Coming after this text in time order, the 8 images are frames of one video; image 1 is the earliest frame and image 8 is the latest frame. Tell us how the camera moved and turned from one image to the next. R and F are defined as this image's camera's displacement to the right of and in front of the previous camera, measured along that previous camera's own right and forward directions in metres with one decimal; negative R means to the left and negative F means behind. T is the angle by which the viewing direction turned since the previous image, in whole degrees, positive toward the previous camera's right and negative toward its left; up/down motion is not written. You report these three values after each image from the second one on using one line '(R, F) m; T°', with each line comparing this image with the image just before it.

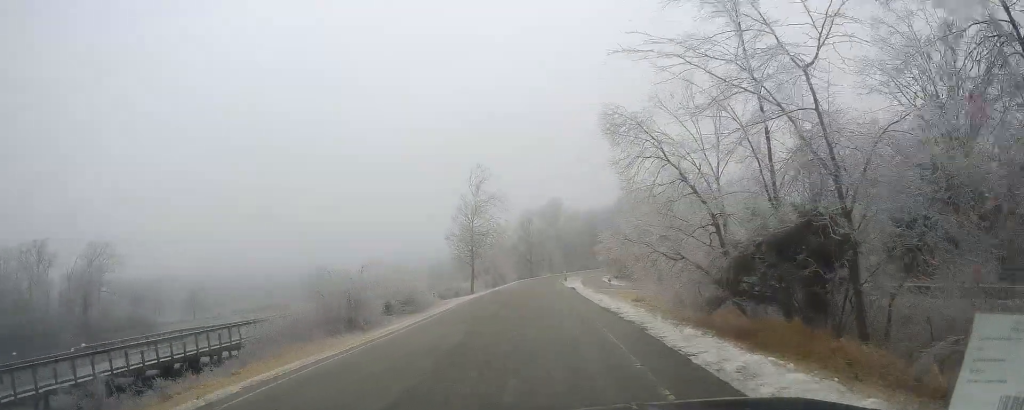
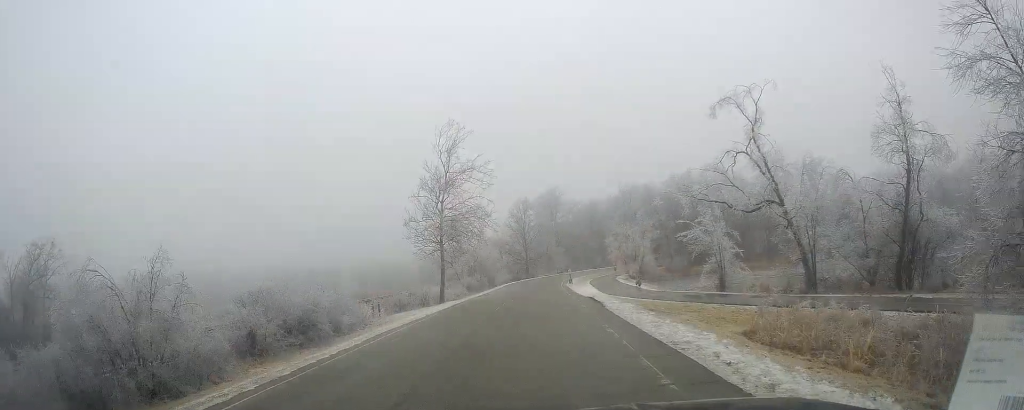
(-0.2, +19.9) m; 0°
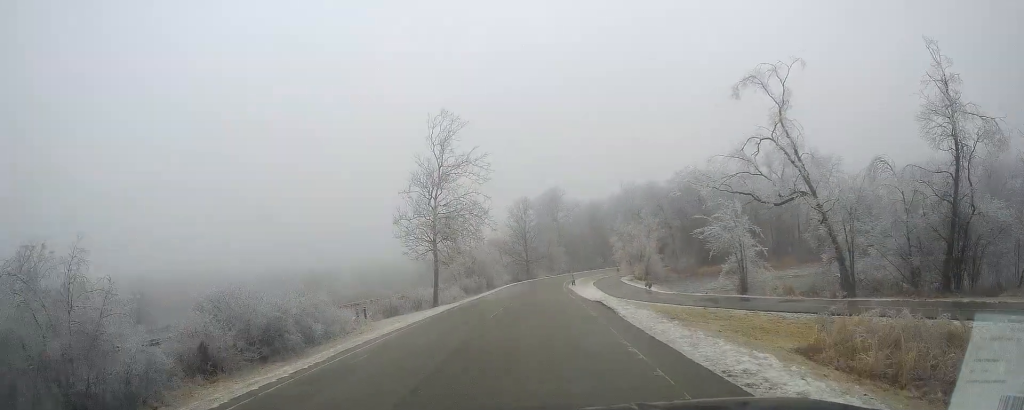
(-0.3, +3.6) m; 0°
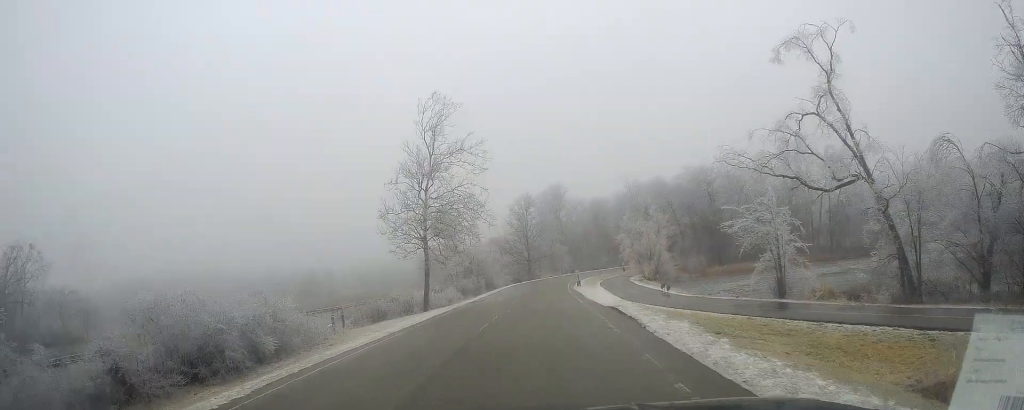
(-0.1, +4.8) m; +1°
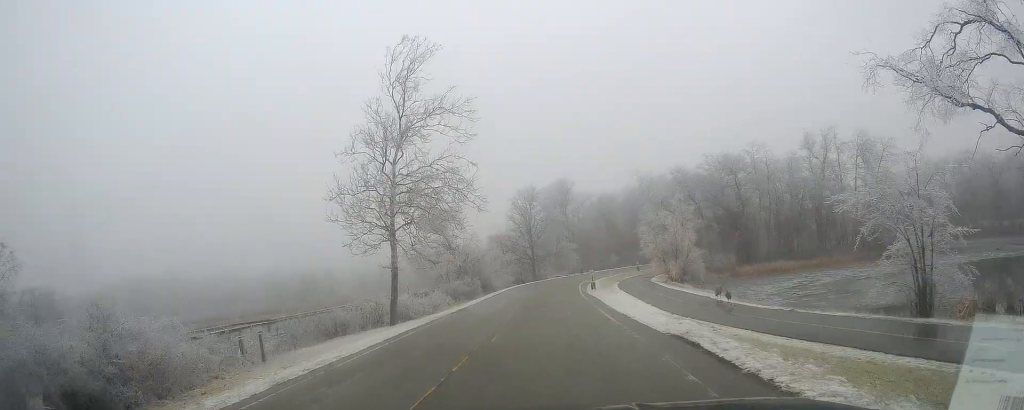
(+0.5, +11.0) m; +2°
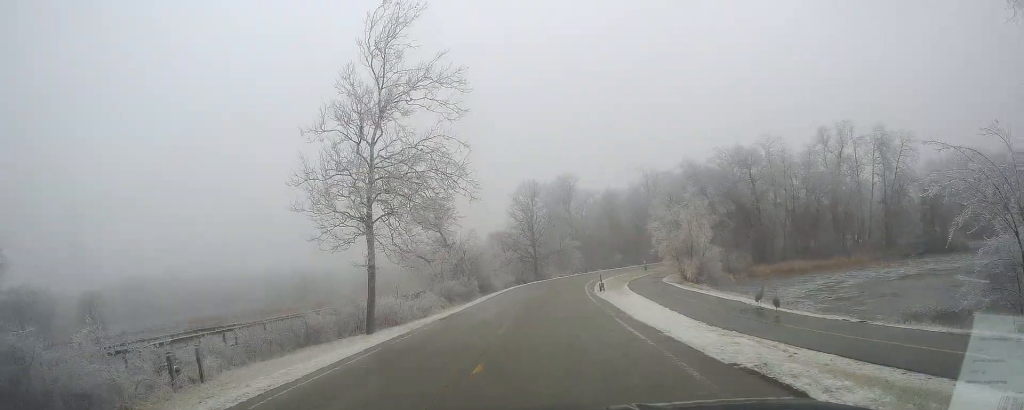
(-0.2, +5.0) m; 0°
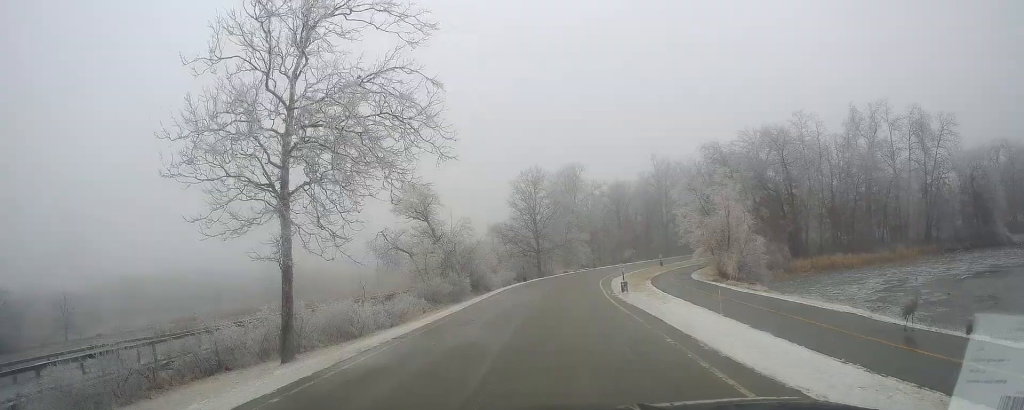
(+0.2, +9.8) m; -3°
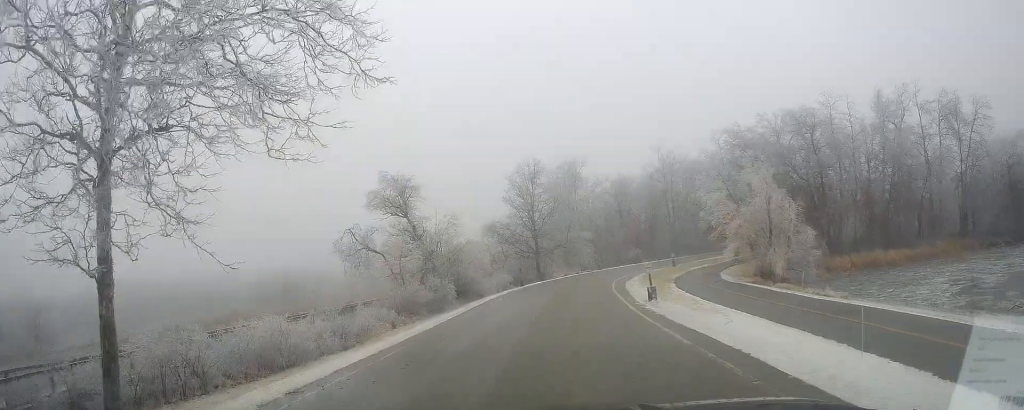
(-0.5, +8.3) m; 0°
